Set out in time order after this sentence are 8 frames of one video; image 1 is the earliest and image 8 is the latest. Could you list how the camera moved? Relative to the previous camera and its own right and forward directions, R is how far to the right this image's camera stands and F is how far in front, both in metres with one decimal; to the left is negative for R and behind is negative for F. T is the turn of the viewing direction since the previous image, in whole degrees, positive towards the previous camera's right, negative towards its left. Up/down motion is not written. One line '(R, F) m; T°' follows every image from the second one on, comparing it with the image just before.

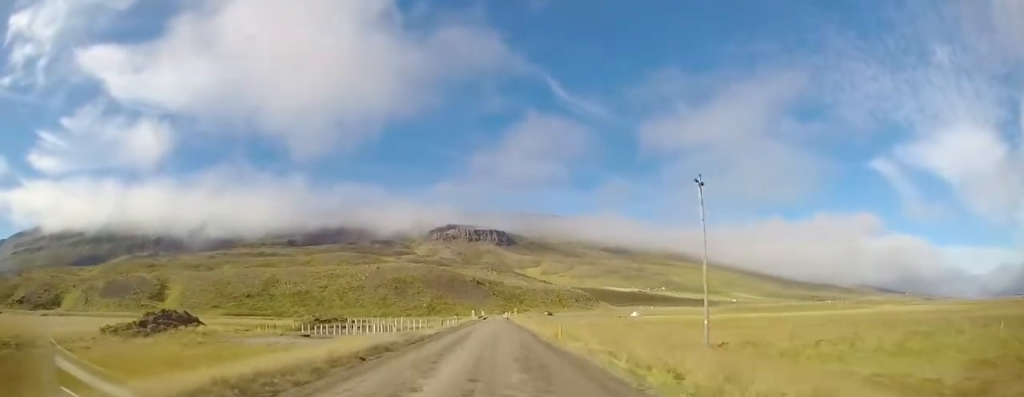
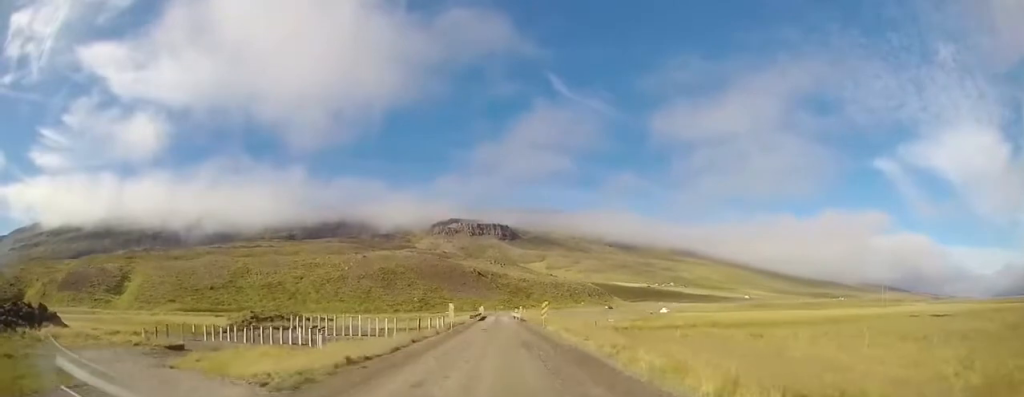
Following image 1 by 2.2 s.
(+0.1, +28.8) m; +4°
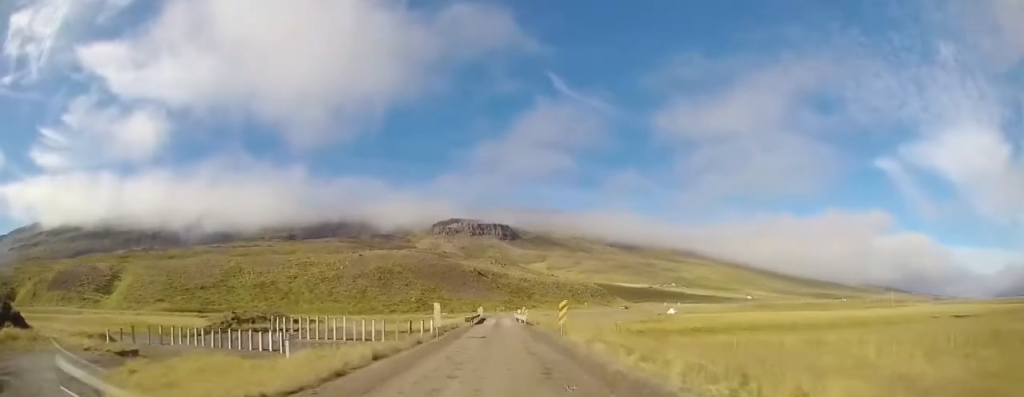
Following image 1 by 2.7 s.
(+0.2, +6.1) m; 0°
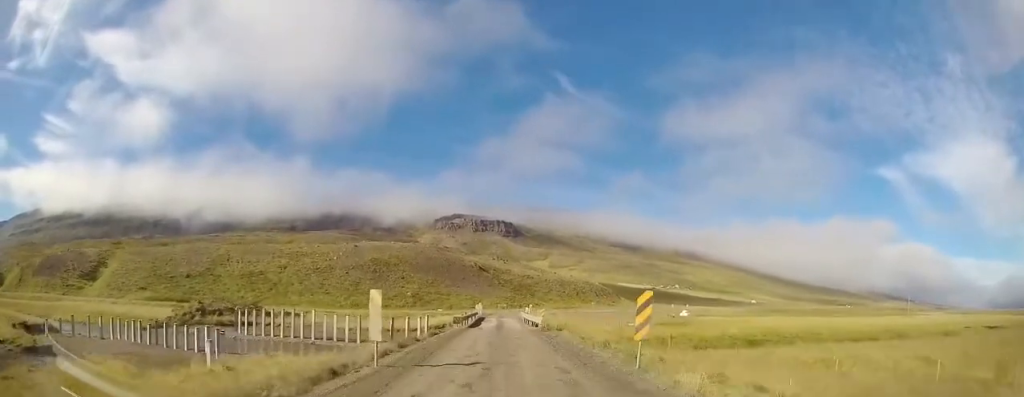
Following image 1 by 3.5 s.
(0.0, +9.3) m; +1°
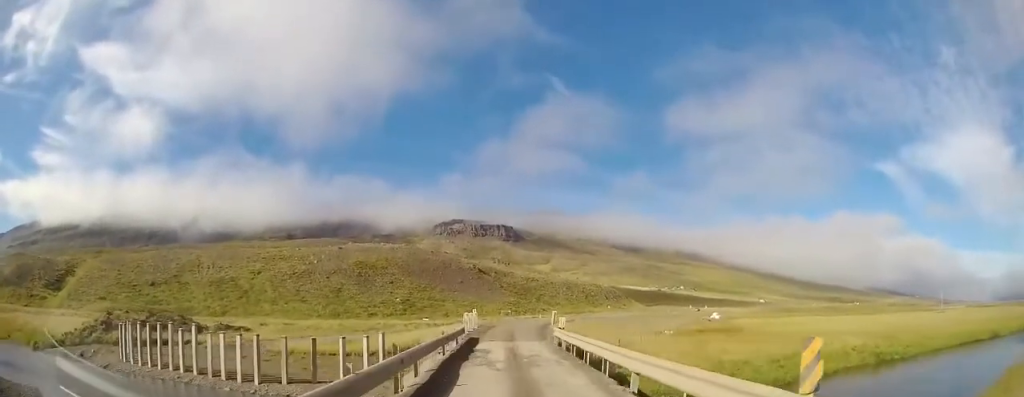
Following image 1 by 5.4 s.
(+0.5, +19.3) m; +2°
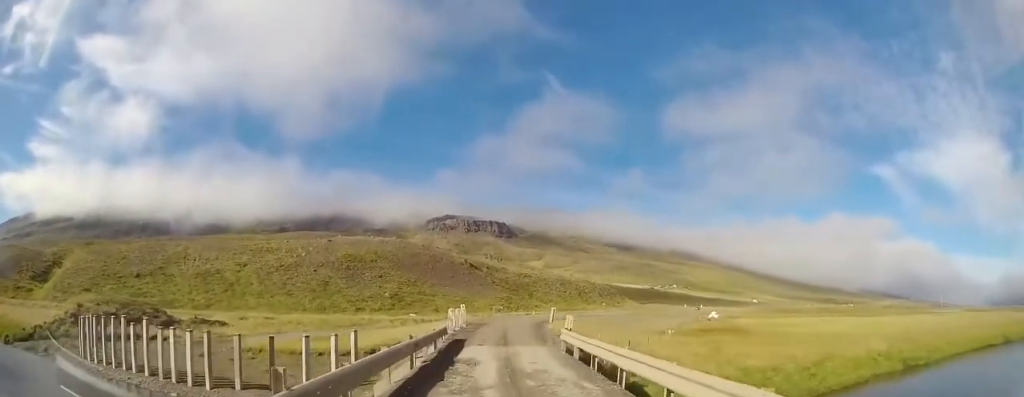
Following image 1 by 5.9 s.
(-0.1, +3.7) m; -1°
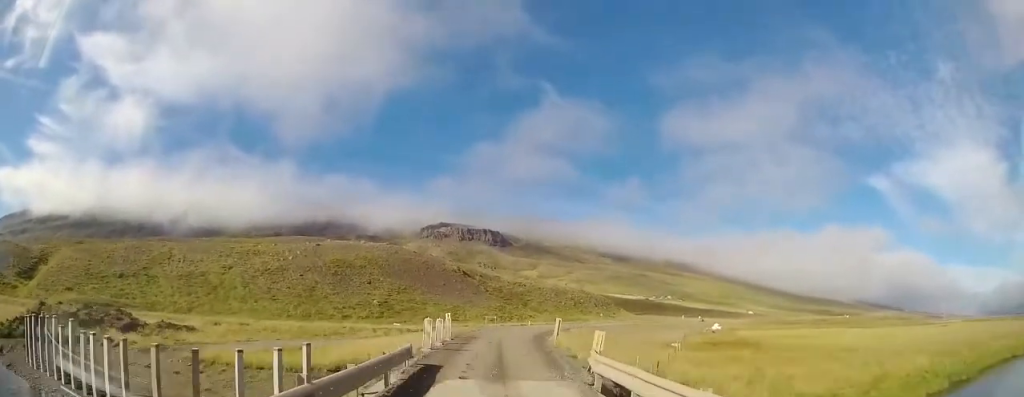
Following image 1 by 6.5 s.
(-0.1, +5.1) m; 0°
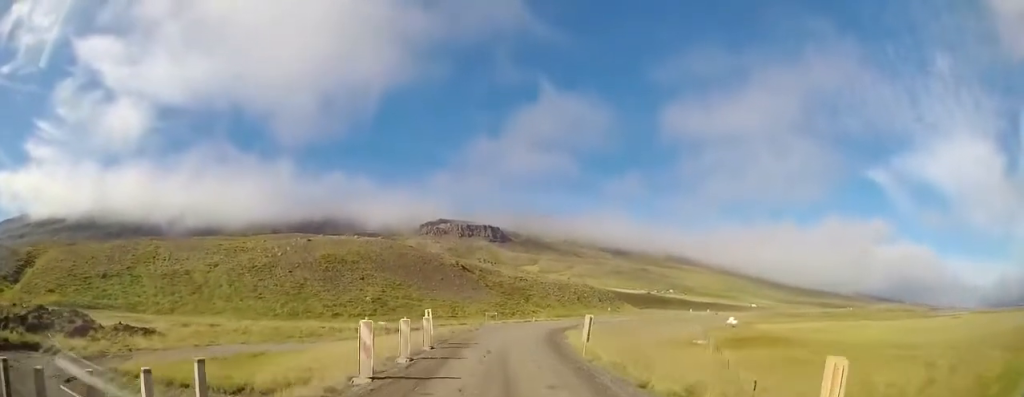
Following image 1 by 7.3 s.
(0.0, +7.2) m; +1°
